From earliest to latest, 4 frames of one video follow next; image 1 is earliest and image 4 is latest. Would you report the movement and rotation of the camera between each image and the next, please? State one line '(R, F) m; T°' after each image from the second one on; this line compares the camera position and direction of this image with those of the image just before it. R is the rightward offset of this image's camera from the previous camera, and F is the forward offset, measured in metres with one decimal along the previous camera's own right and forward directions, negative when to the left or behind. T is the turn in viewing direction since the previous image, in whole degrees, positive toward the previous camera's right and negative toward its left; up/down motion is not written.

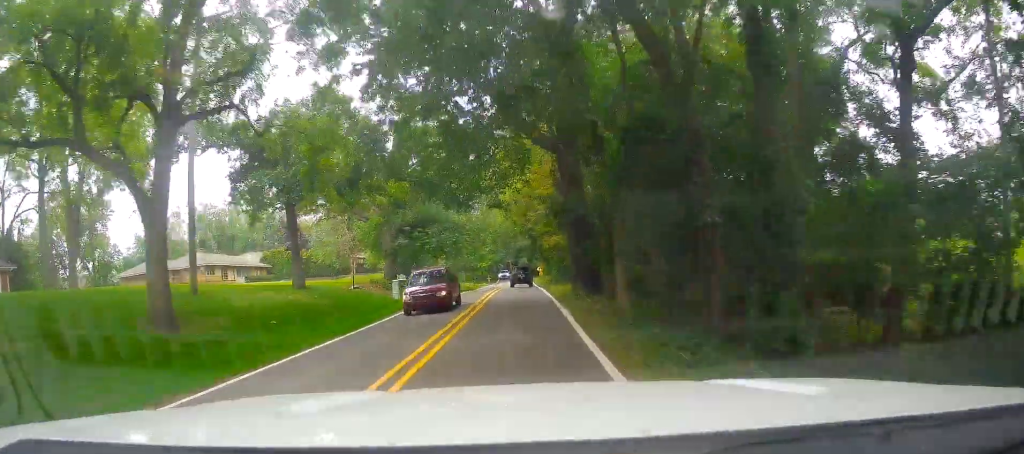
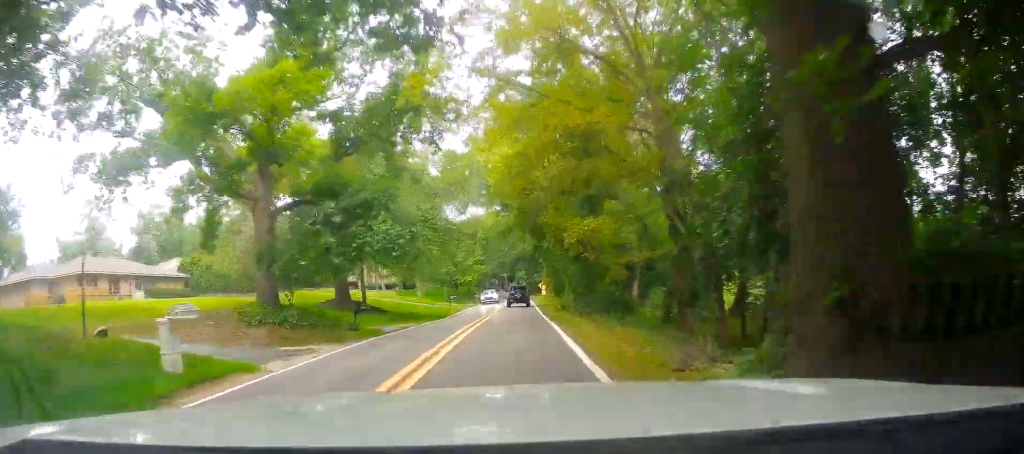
(+0.8, +20.8) m; +1°
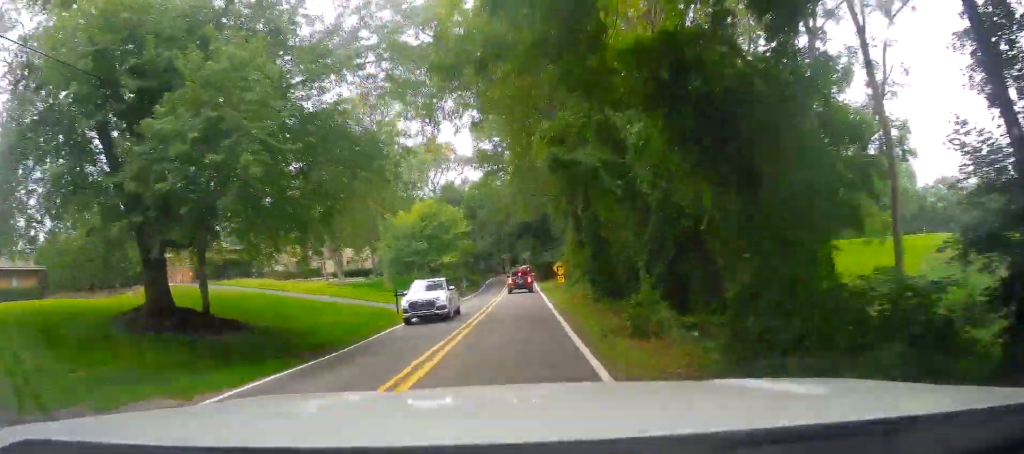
(-0.6, +22.8) m; -1°
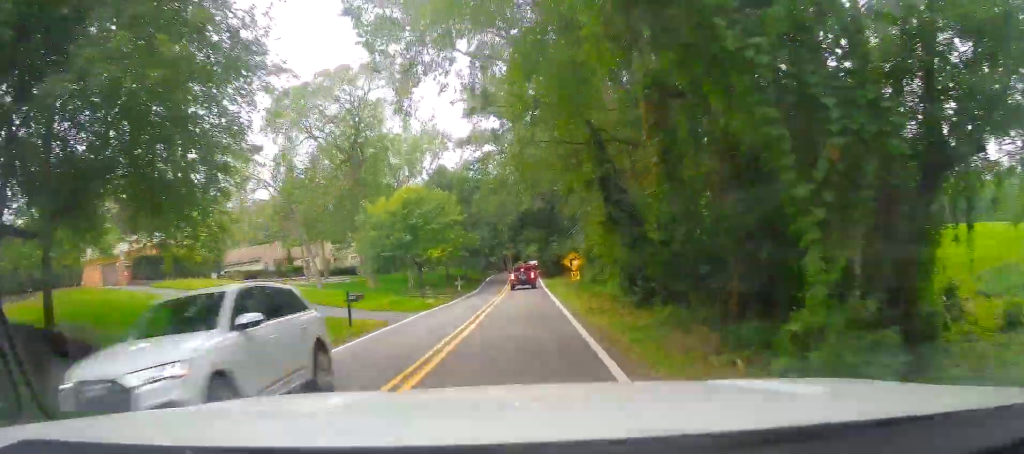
(+0.3, +8.6) m; 0°
